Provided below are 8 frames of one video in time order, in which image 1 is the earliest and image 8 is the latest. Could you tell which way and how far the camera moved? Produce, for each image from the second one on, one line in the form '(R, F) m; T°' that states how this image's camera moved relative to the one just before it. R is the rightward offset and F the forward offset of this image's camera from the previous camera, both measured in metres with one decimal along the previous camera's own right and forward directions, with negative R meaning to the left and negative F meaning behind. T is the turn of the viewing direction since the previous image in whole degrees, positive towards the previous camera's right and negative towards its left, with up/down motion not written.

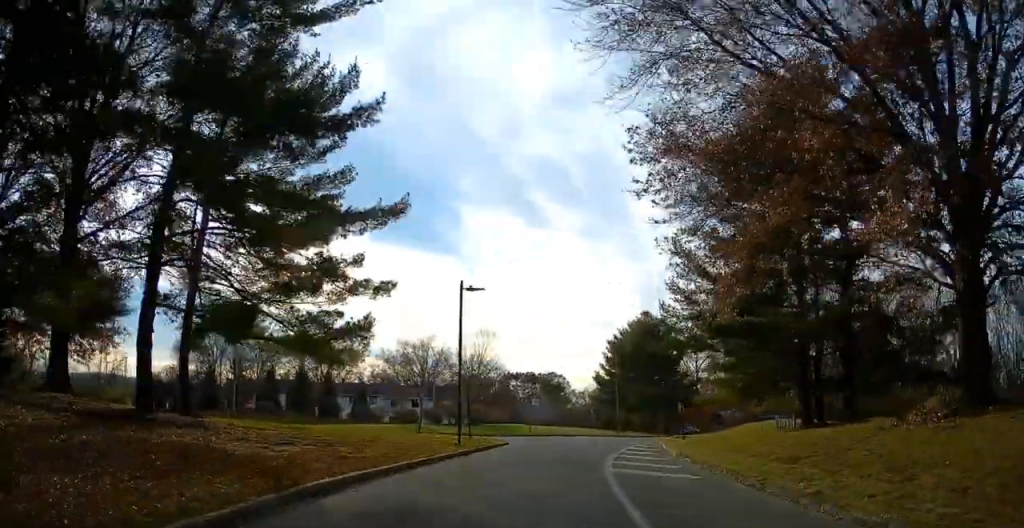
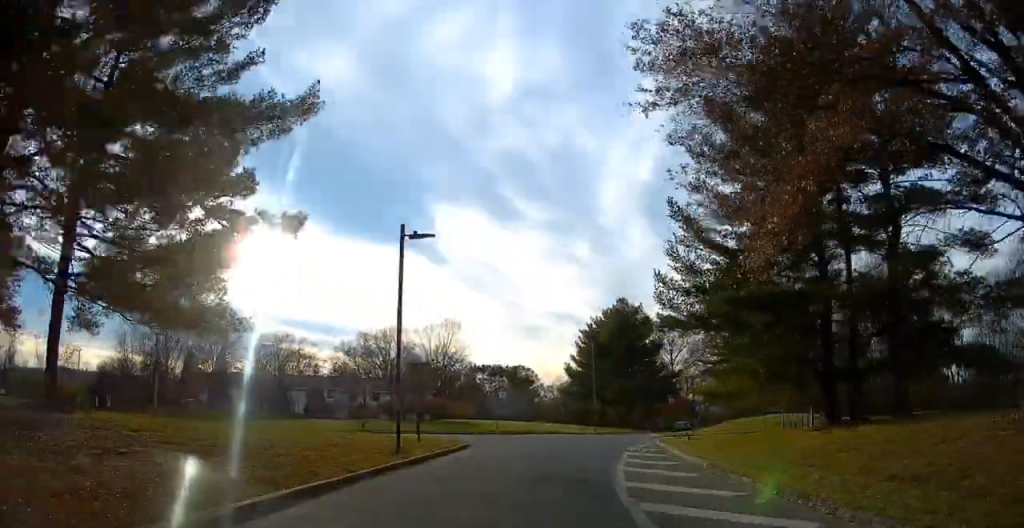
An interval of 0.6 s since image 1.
(+0.1, +6.9) m; +4°
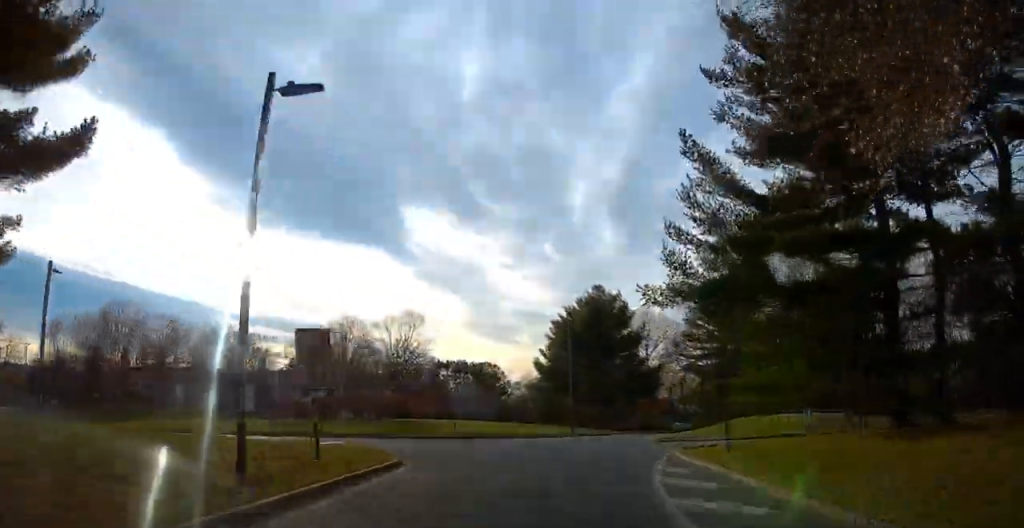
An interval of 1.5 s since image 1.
(+0.6, +8.4) m; +4°
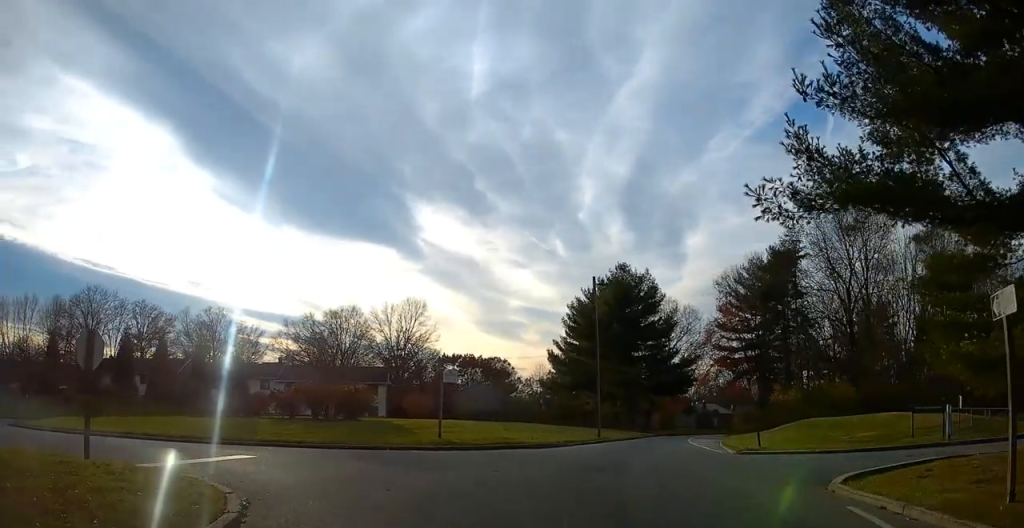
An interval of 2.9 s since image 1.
(-0.2, +11.8) m; -4°
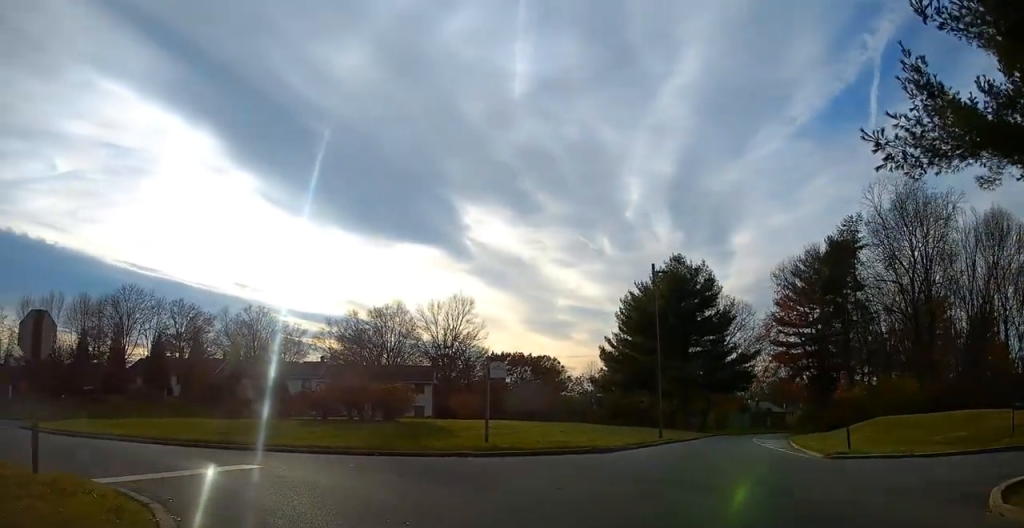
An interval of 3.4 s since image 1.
(0.0, +3.5) m; -2°
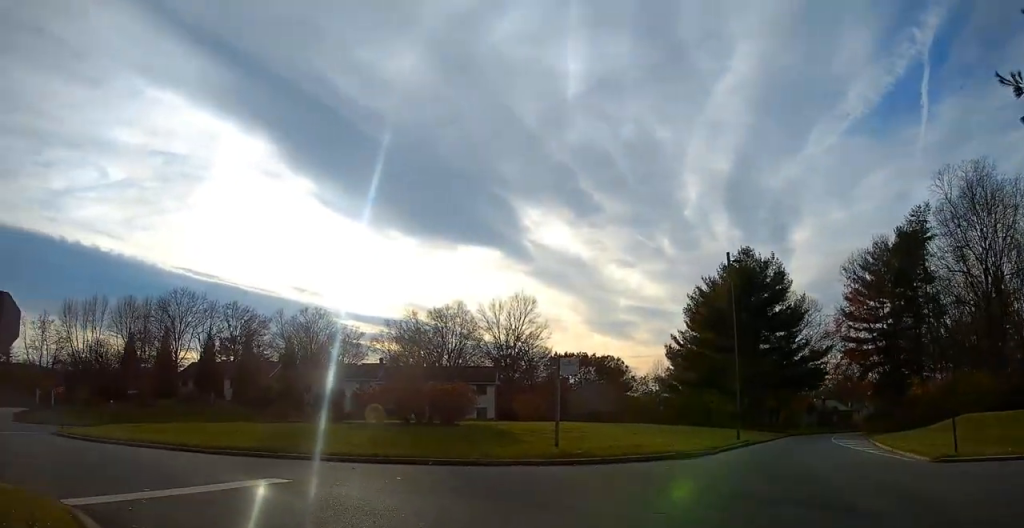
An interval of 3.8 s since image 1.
(-0.1, +2.5) m; -3°
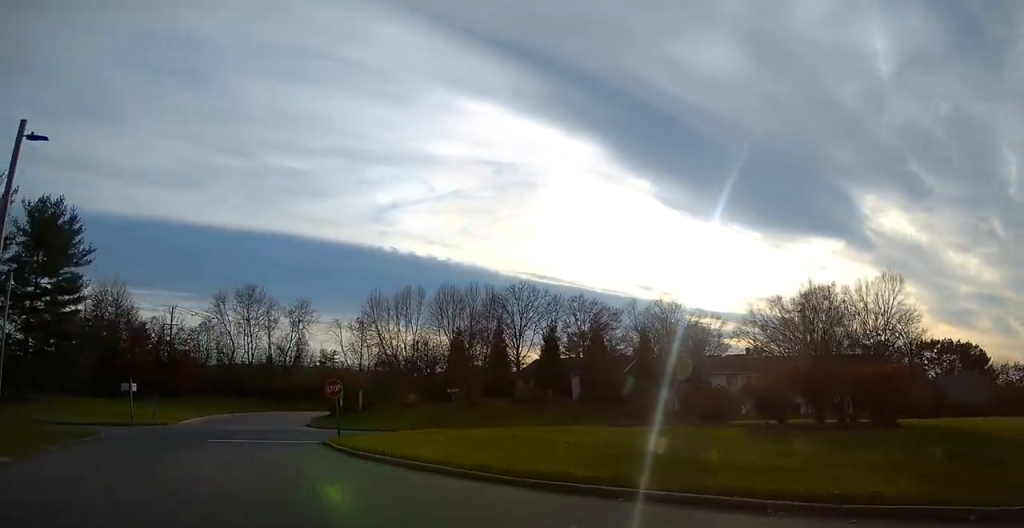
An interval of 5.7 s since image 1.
(-1.5, +9.7) m; -25°
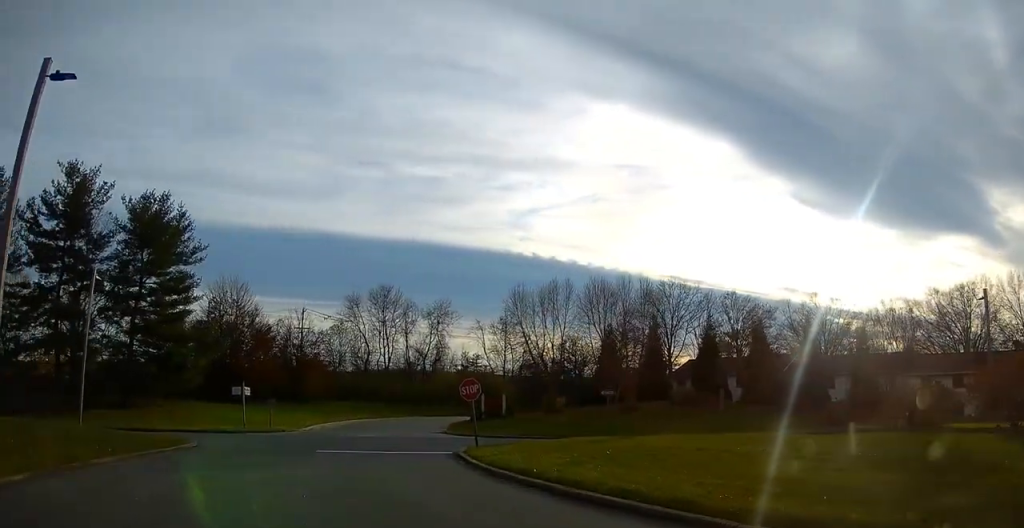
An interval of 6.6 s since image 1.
(-0.7, +4.5) m; -19°
